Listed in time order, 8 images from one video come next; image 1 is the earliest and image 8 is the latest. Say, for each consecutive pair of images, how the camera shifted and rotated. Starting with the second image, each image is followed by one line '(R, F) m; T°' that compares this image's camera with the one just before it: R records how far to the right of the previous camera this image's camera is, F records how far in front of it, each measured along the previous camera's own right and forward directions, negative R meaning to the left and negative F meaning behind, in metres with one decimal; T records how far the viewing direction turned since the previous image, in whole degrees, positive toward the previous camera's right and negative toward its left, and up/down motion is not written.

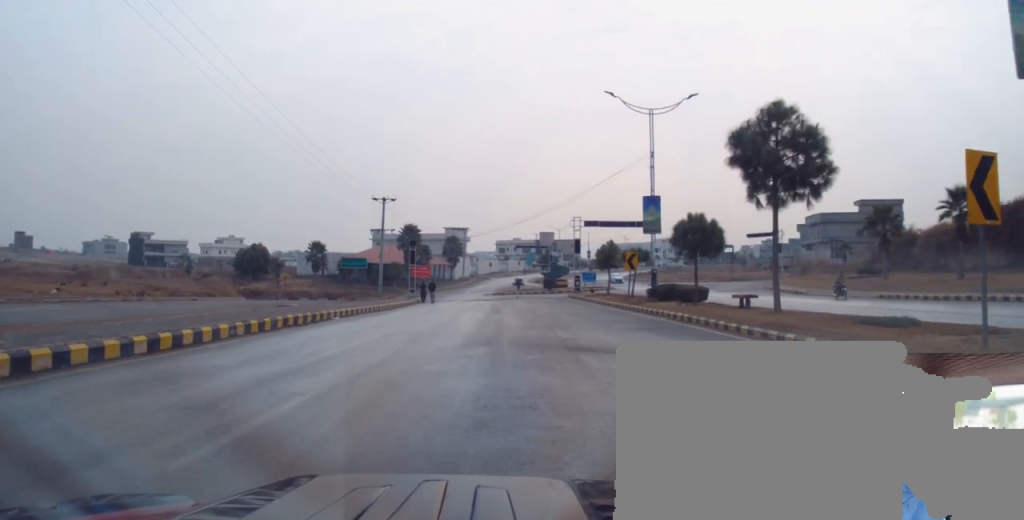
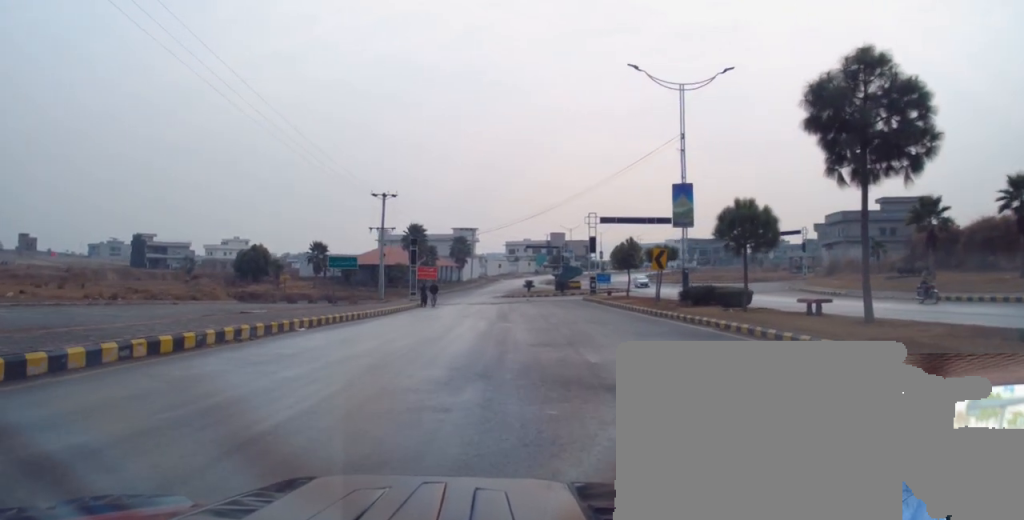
(+0.4, +5.0) m; +1°
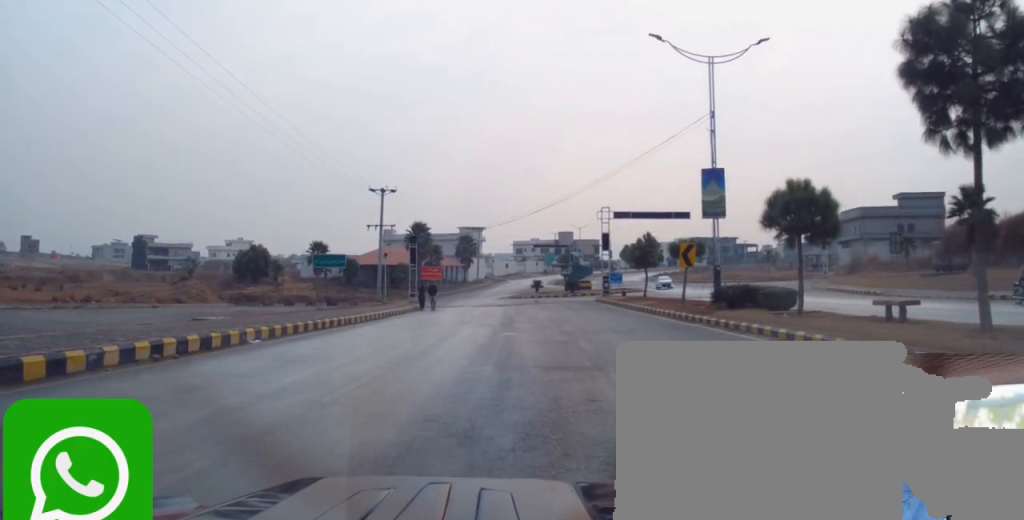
(-0.1, +4.2) m; -1°
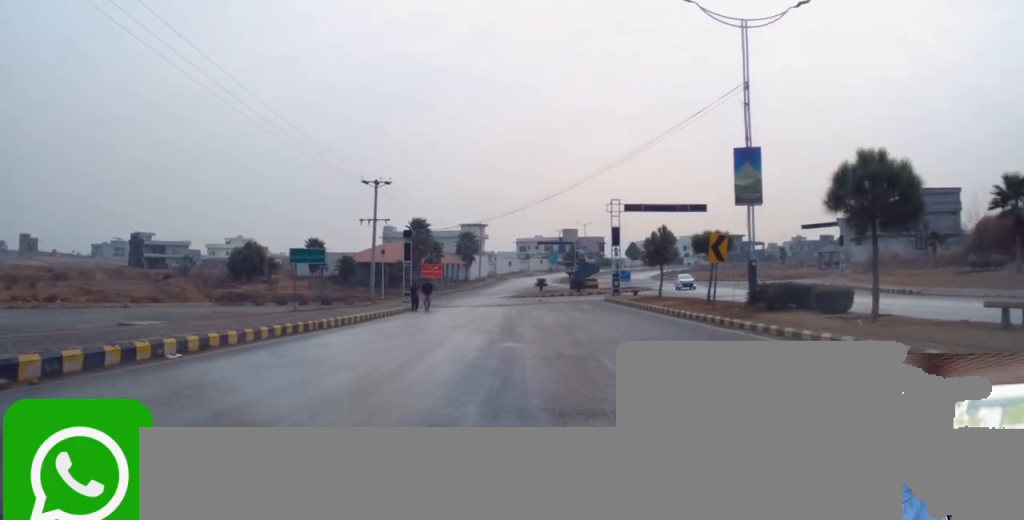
(-0.1, +4.2) m; -2°
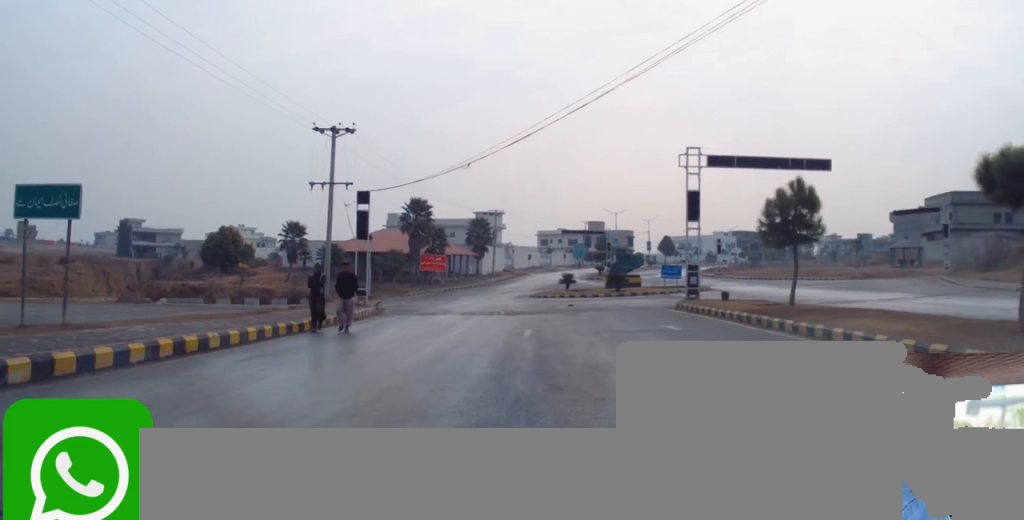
(-0.5, +18.4) m; -1°
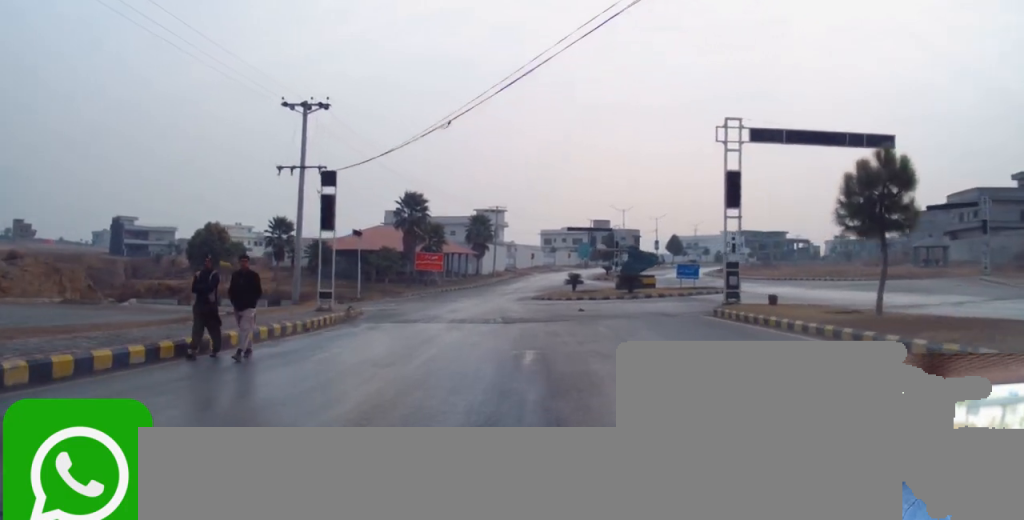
(+0.1, +6.2) m; +1°
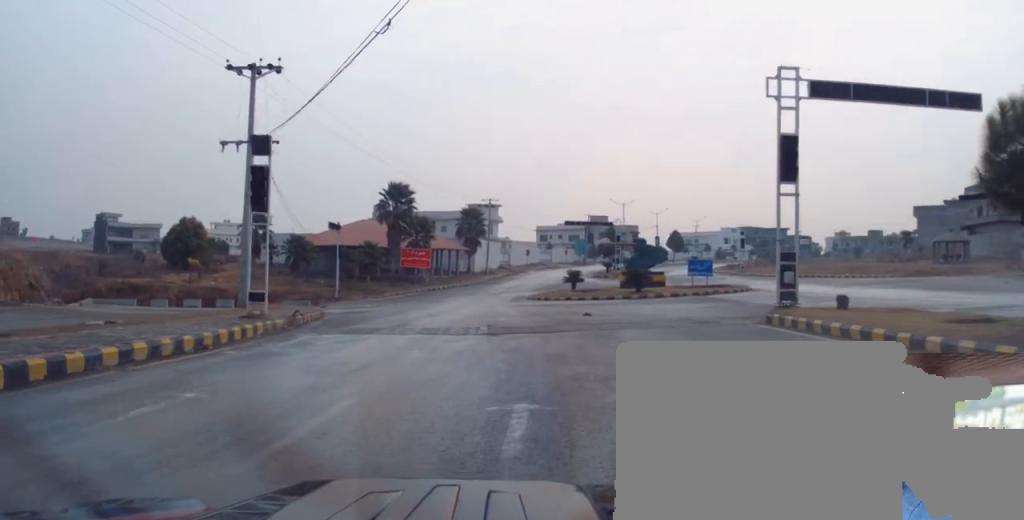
(0.0, +6.6) m; 0°
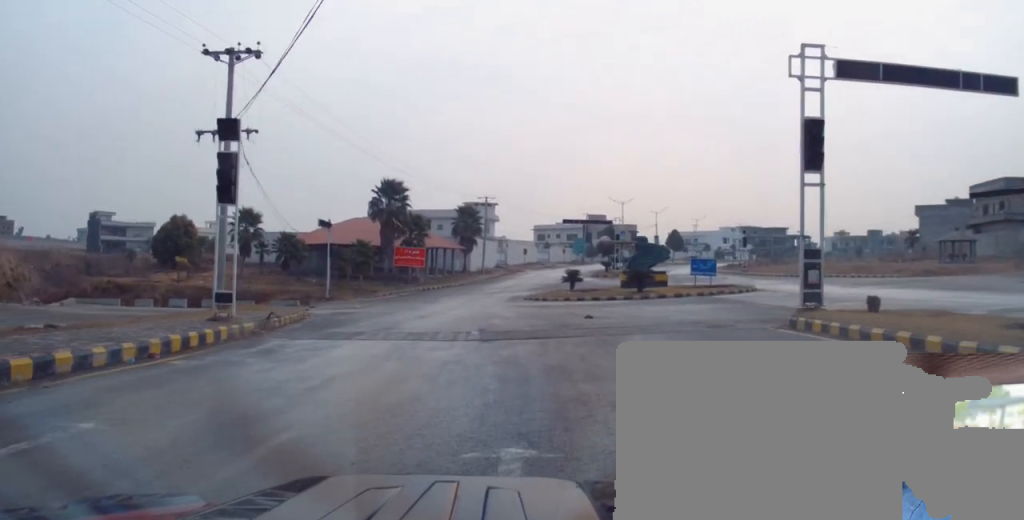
(0.0, +2.3) m; 0°
